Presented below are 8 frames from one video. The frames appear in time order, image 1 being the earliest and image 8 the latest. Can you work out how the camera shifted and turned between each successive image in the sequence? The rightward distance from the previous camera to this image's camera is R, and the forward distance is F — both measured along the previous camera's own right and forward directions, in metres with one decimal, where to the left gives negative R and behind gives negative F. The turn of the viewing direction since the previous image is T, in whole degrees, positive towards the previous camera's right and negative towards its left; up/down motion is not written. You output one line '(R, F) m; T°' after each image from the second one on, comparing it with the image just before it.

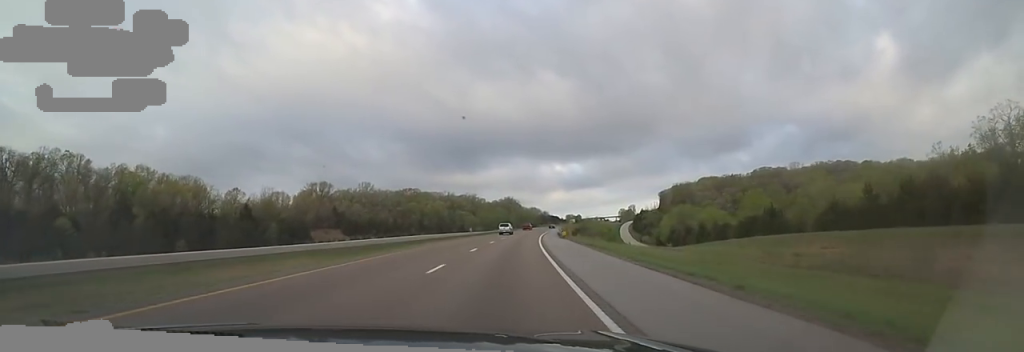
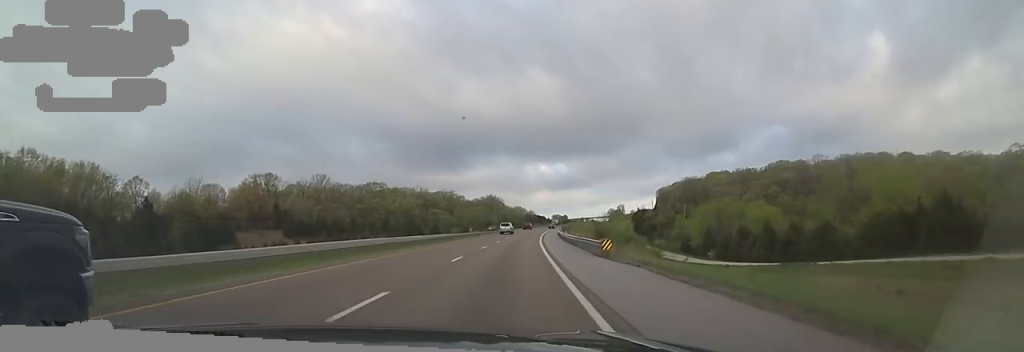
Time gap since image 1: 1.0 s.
(+0.6, +31.3) m; +1°
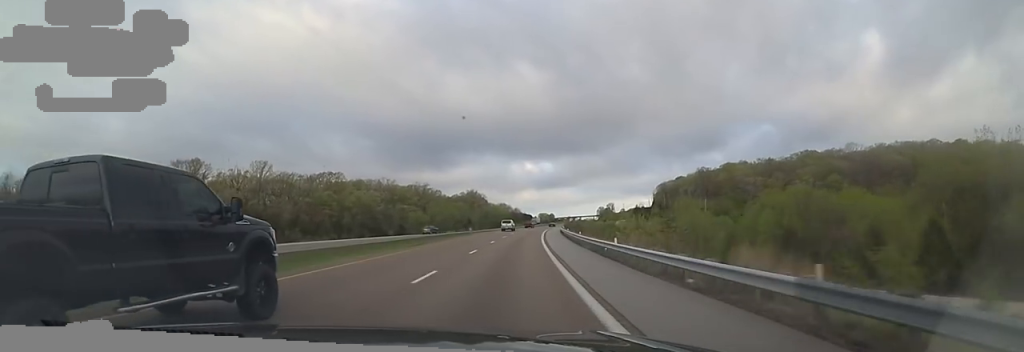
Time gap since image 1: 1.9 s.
(0.0, +31.7) m; +3°
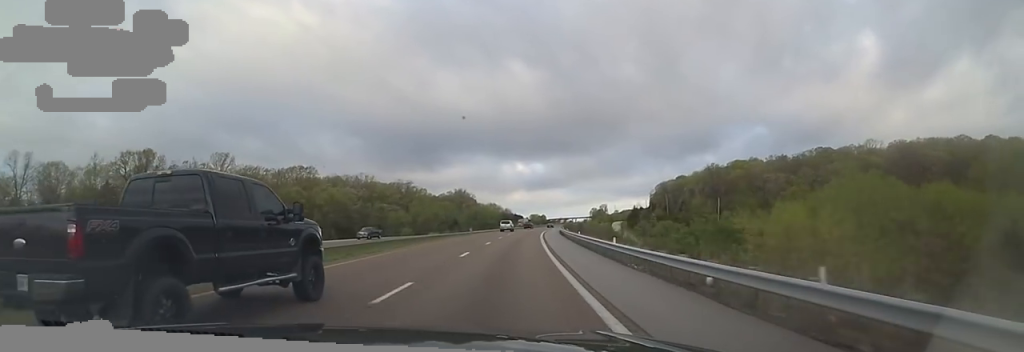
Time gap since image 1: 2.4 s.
(+0.7, +15.3) m; +1°
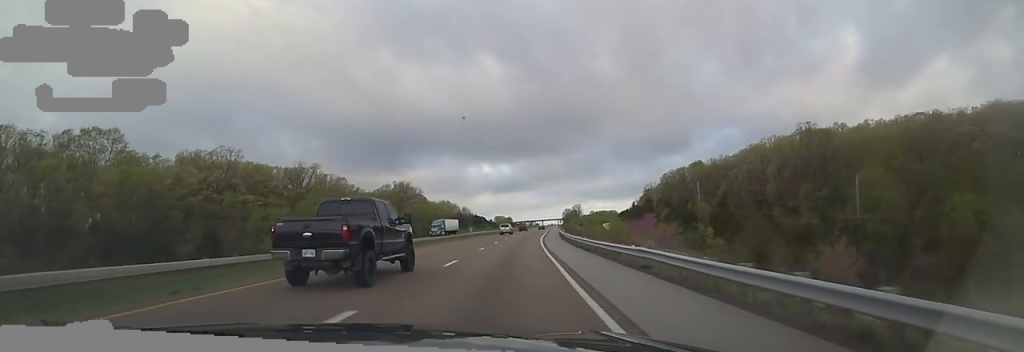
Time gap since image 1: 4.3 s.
(+2.5, +64.6) m; +6°
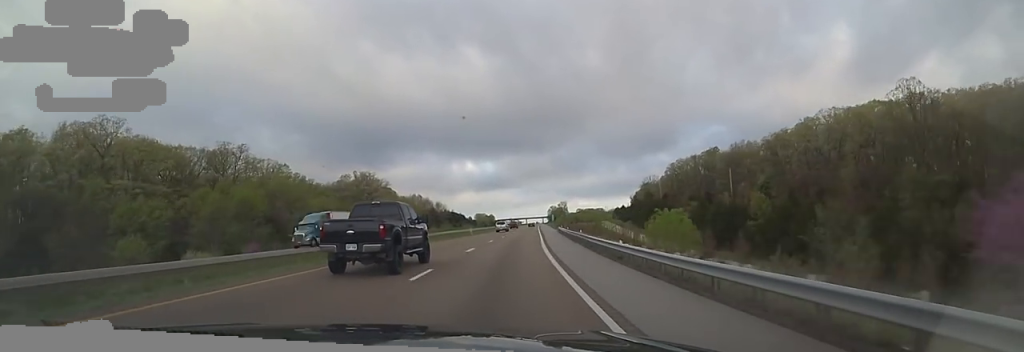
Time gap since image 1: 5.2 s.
(+1.6, +29.5) m; +3°
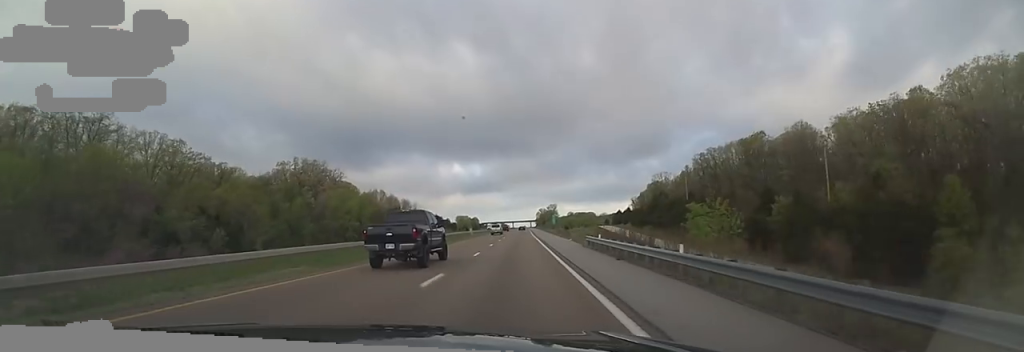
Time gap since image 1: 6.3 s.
(-0.3, +37.8) m; -1°
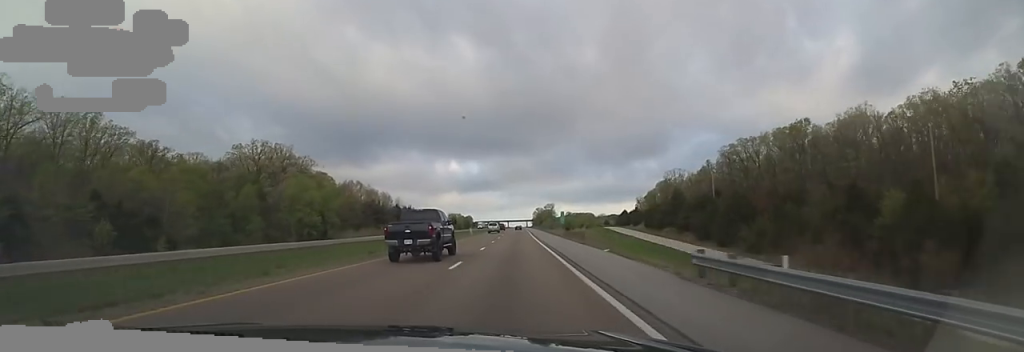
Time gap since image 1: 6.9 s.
(-0.7, +20.3) m; 0°
